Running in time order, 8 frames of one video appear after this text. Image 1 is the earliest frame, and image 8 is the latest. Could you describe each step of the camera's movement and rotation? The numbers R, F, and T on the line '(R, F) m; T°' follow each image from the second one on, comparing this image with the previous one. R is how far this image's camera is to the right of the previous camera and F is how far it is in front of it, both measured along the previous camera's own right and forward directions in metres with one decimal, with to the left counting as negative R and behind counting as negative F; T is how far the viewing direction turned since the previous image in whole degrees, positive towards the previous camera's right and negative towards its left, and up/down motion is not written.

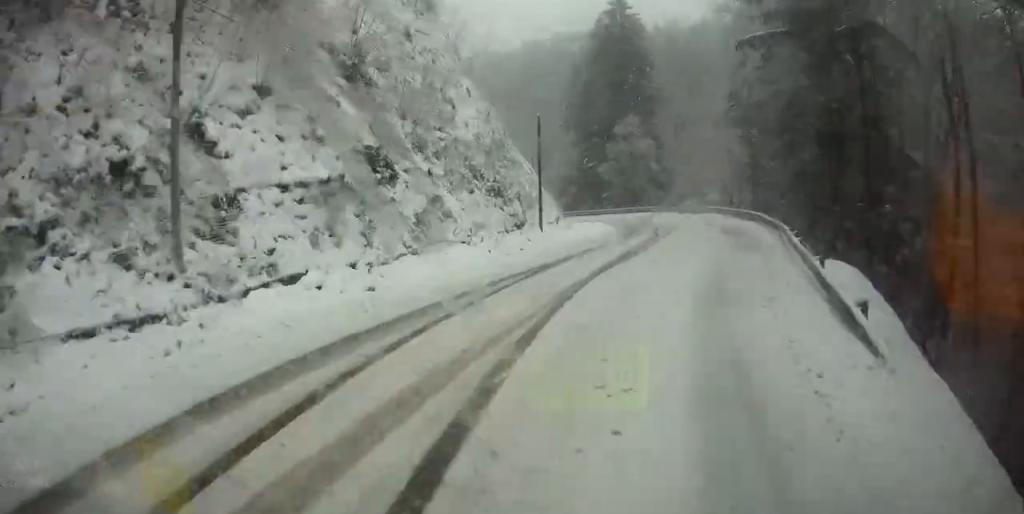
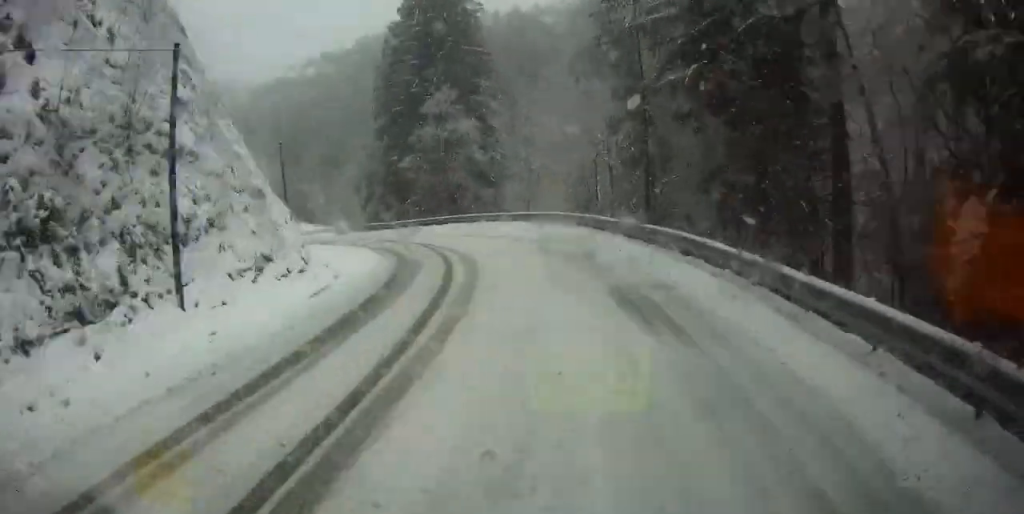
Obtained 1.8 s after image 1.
(+1.5, +20.2) m; 0°
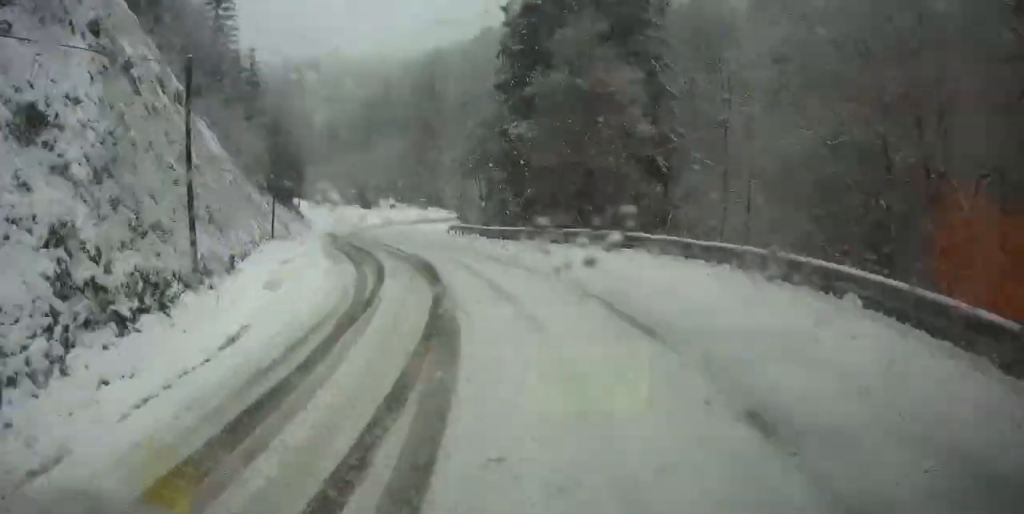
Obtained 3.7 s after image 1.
(-2.6, +21.1) m; -4°
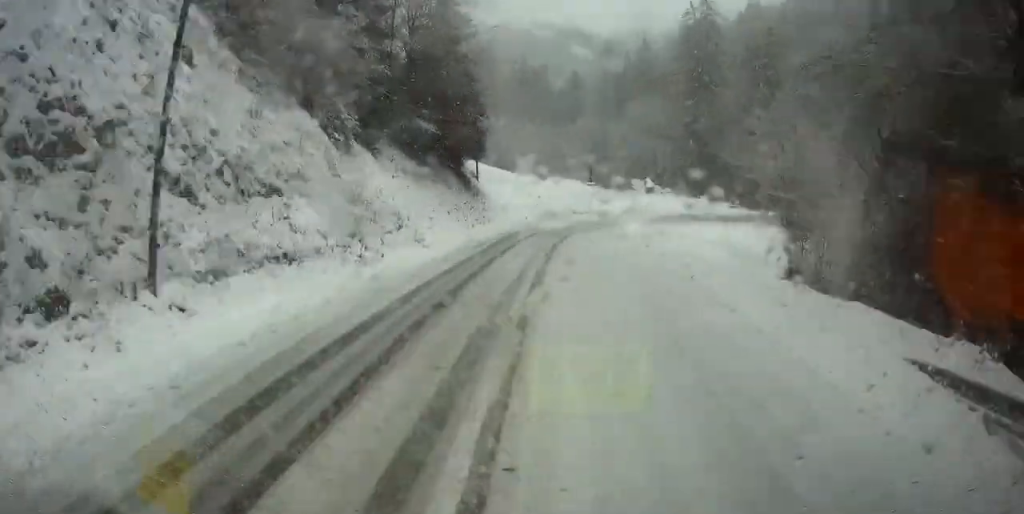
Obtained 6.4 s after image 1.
(-1.5, +28.7) m; +4°
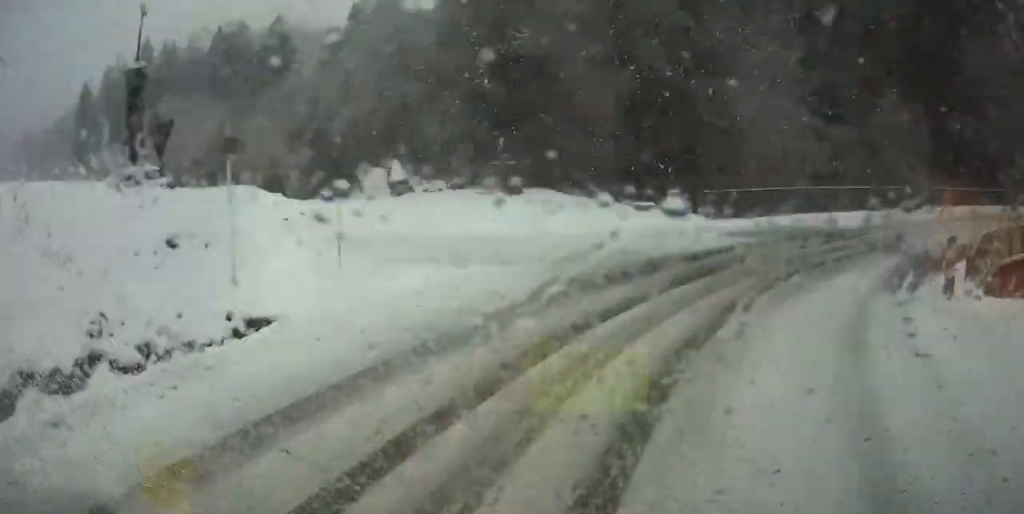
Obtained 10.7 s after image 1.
(+5.8, +36.9) m; +38°
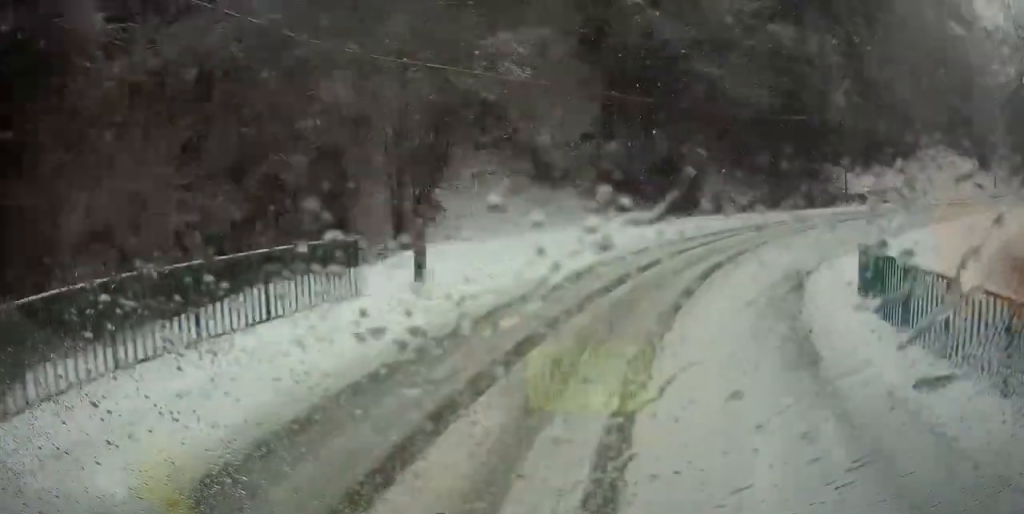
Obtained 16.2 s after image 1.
(+27.0, +36.0) m; +63°
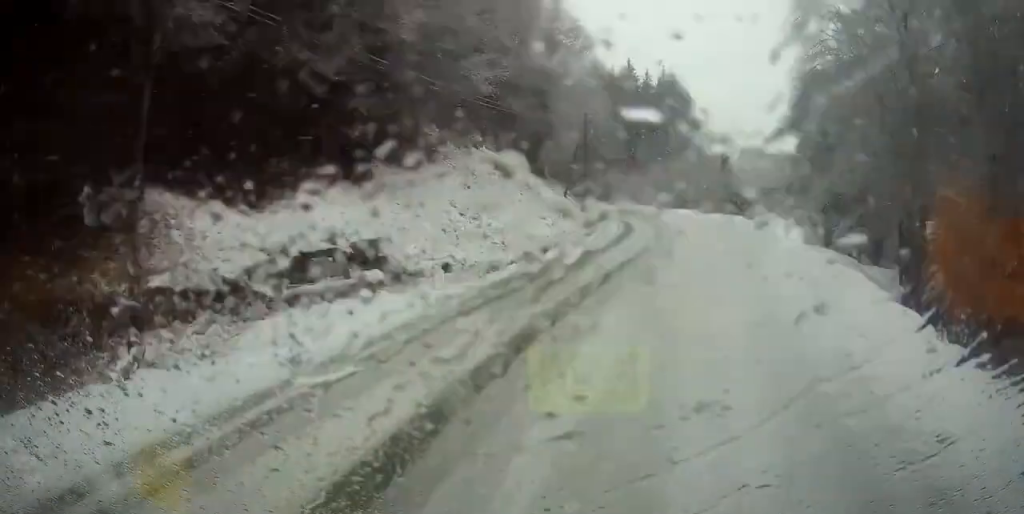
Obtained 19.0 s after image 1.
(+7.3, +29.2) m; +11°
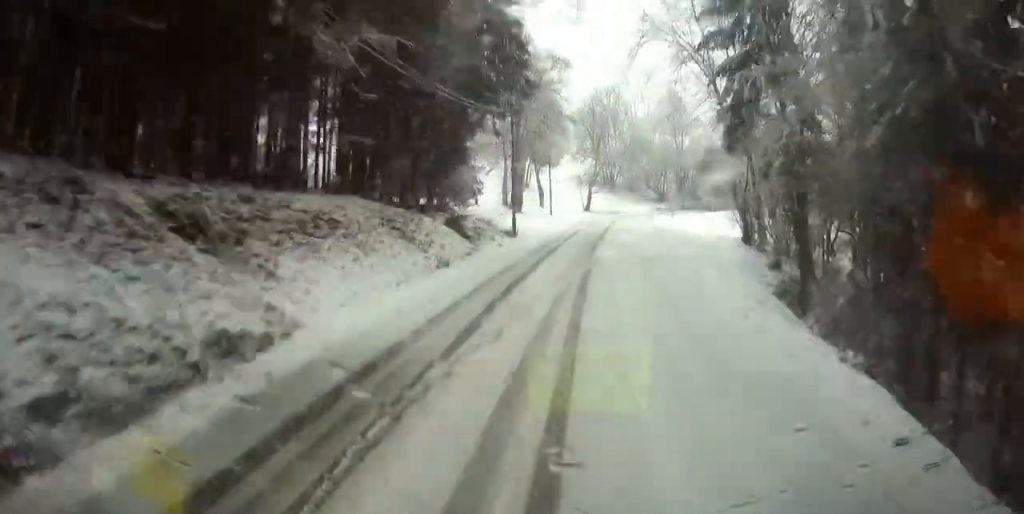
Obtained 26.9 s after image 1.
(-4.0, +97.1) m; +1°
